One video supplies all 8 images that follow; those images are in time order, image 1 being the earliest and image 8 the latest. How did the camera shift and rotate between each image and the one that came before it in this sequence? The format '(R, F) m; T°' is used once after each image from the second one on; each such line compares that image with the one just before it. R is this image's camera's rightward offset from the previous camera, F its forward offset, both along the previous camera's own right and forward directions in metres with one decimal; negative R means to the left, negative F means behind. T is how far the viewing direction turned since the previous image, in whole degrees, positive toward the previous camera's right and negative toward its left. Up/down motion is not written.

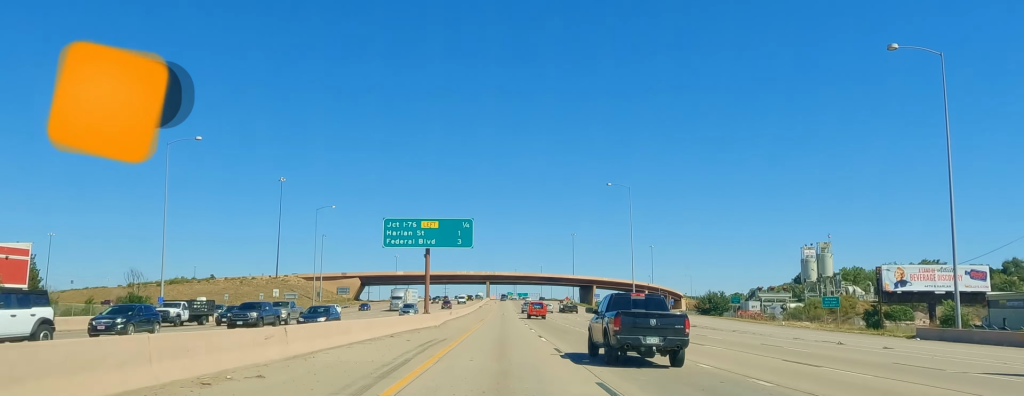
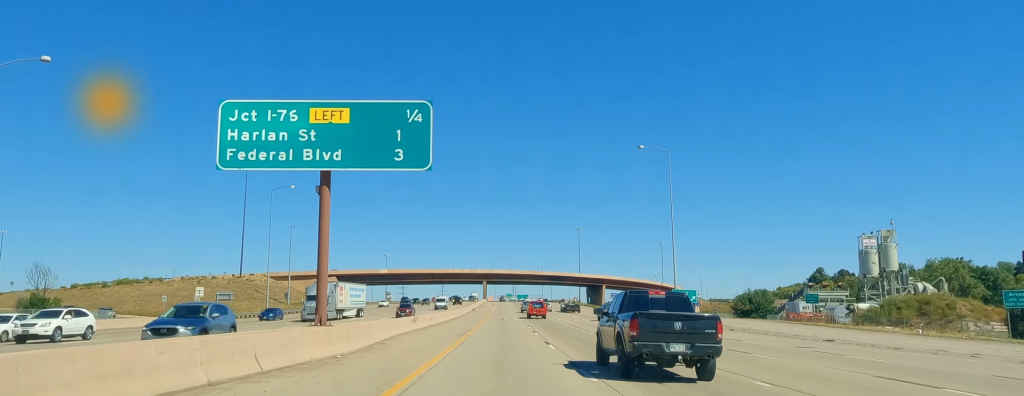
(0.0, +30.1) m; 0°
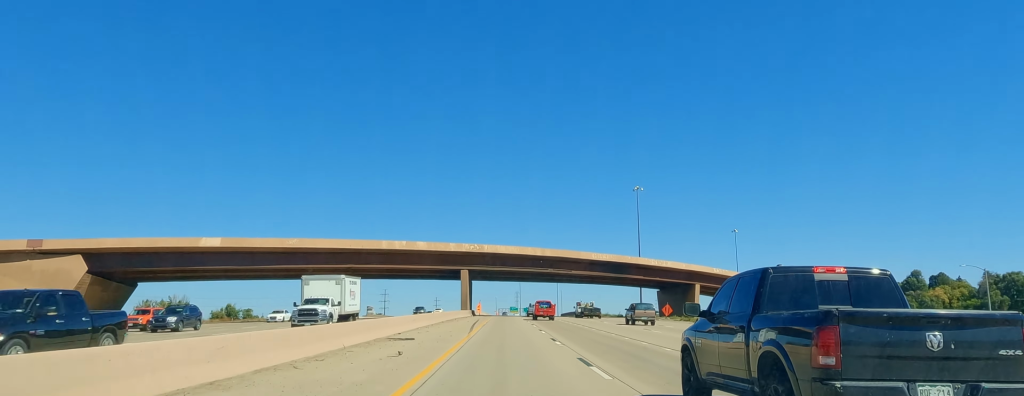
(-0.2, +123.2) m; 0°
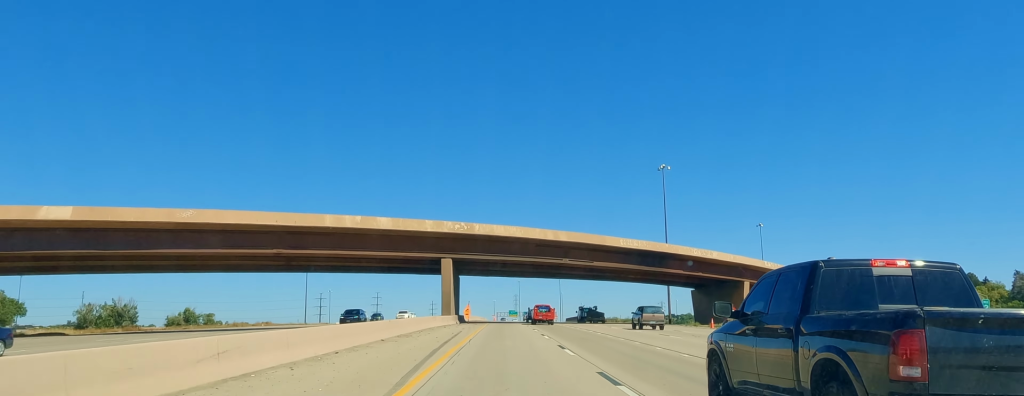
(-0.2, +28.7) m; 0°
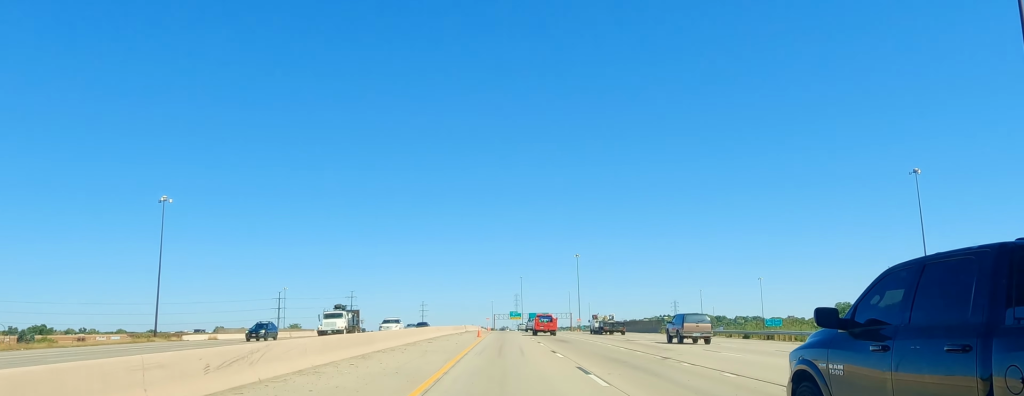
(+0.1, +95.0) m; 0°
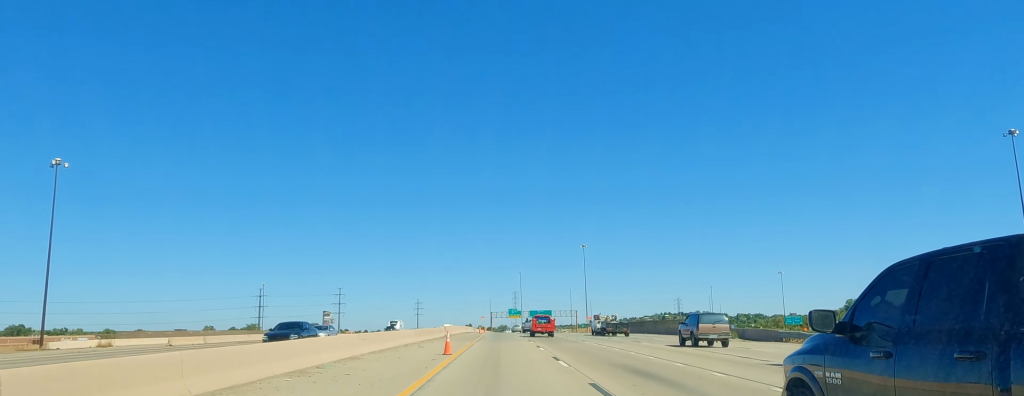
(-0.2, +30.3) m; 0°
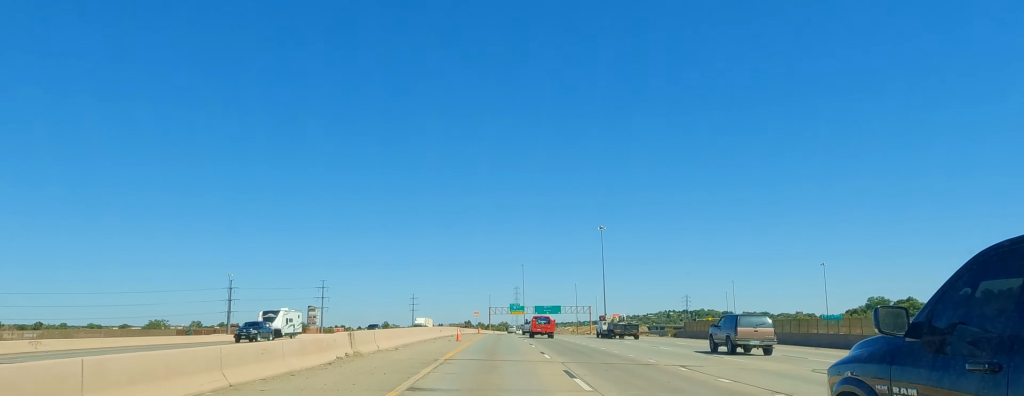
(-0.1, +43.9) m; 0°
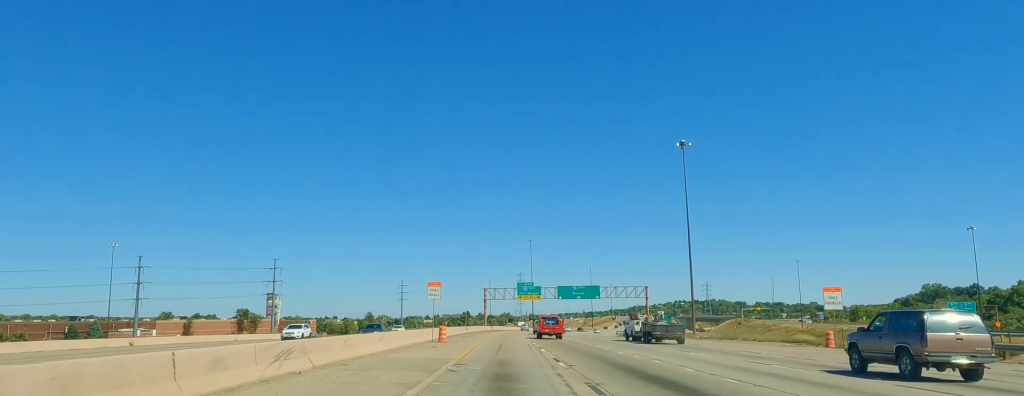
(0.0, +91.6) m; 0°
